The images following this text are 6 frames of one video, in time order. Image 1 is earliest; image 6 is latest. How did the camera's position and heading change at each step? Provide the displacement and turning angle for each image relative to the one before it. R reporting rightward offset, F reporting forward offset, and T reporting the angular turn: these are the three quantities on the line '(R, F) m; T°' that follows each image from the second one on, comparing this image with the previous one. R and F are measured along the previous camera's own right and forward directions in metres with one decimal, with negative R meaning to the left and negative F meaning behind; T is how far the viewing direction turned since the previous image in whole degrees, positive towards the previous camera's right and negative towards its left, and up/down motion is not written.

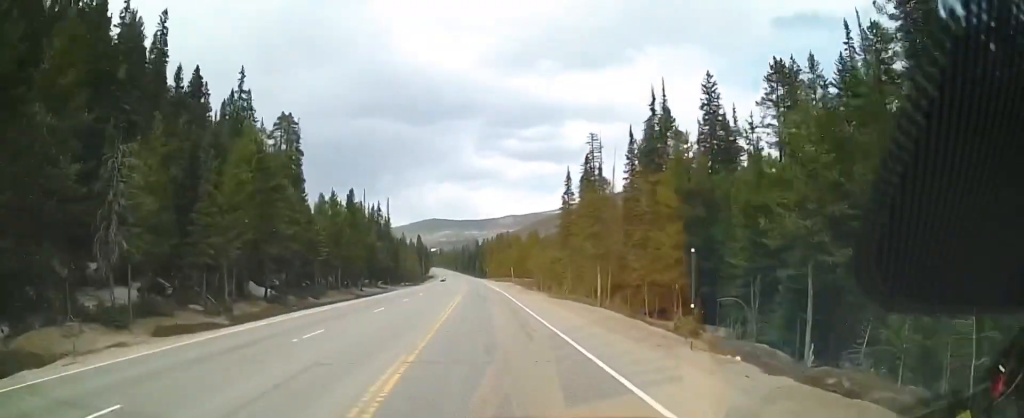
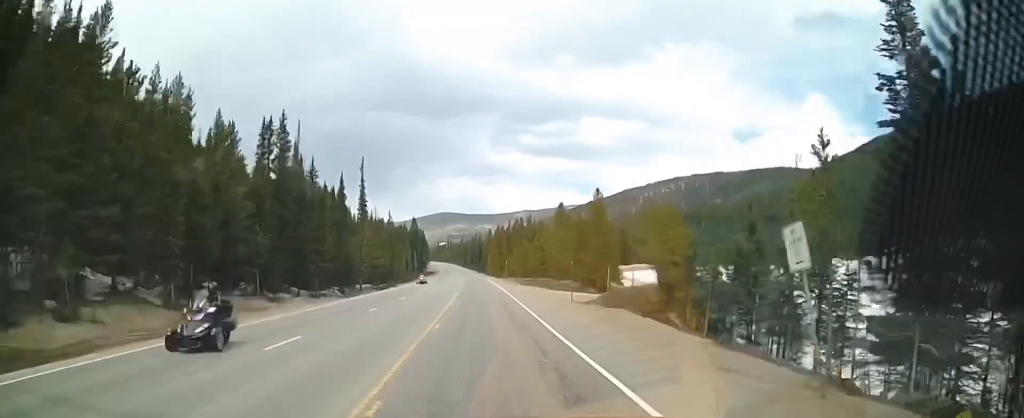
(-2.6, +71.8) m; -2°
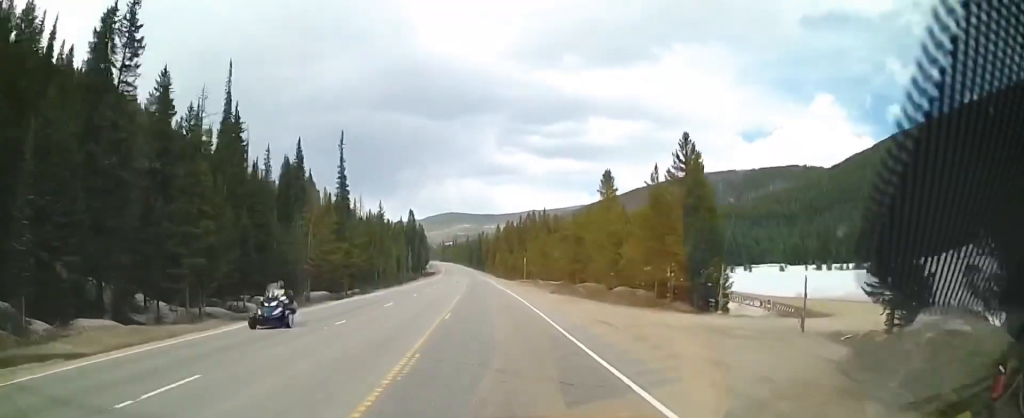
(+0.4, +30.9) m; 0°
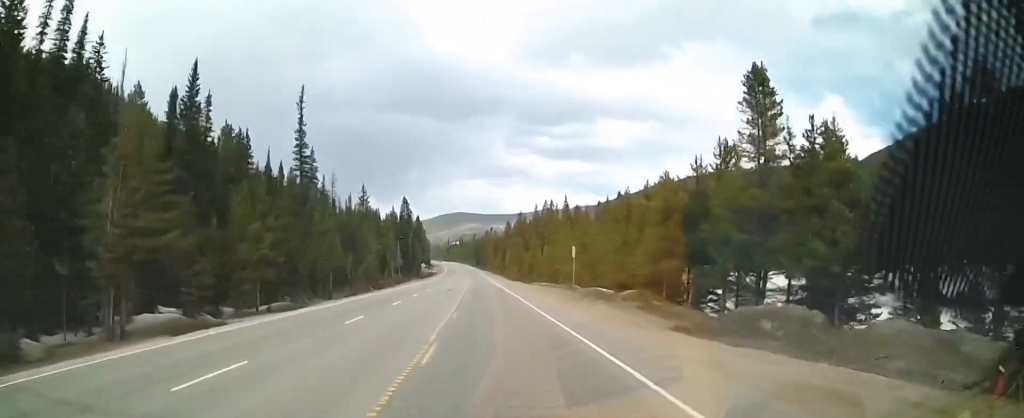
(-0.6, +34.7) m; -1°
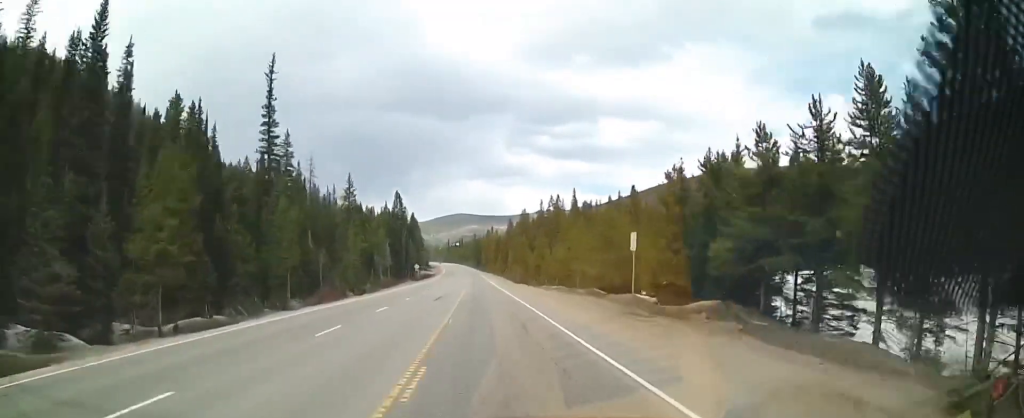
(0.0, +15.4) m; 0°
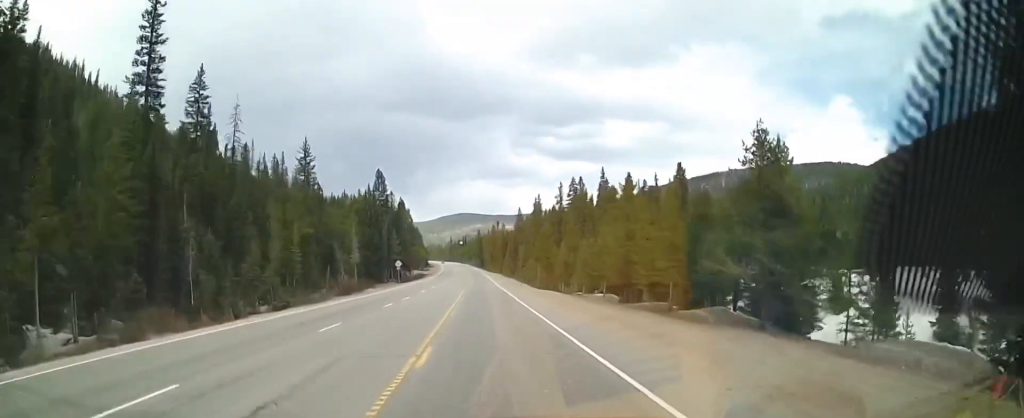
(-0.2, +33.7) m; -1°
